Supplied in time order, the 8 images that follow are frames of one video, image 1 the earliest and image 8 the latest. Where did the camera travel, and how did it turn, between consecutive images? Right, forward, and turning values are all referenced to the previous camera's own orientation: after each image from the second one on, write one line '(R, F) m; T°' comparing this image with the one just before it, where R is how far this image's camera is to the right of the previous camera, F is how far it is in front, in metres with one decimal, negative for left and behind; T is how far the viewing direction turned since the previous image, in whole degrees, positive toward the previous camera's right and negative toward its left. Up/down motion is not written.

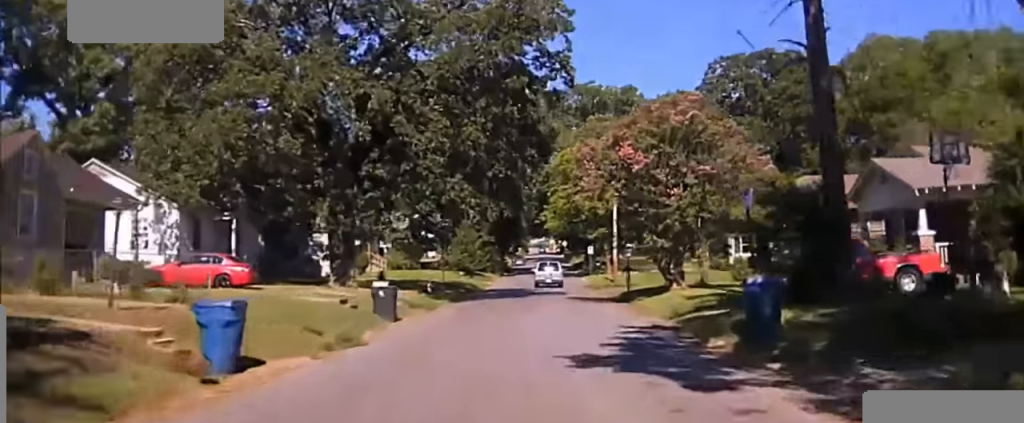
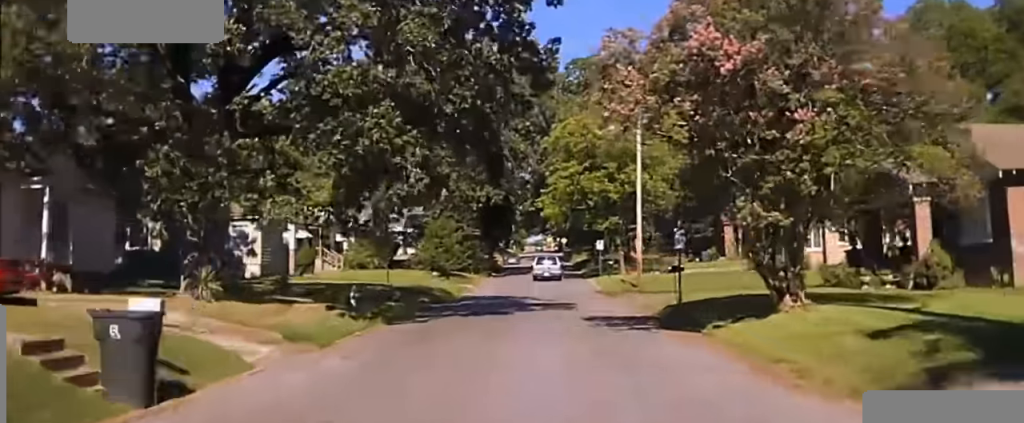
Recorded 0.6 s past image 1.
(0.0, +14.9) m; 0°
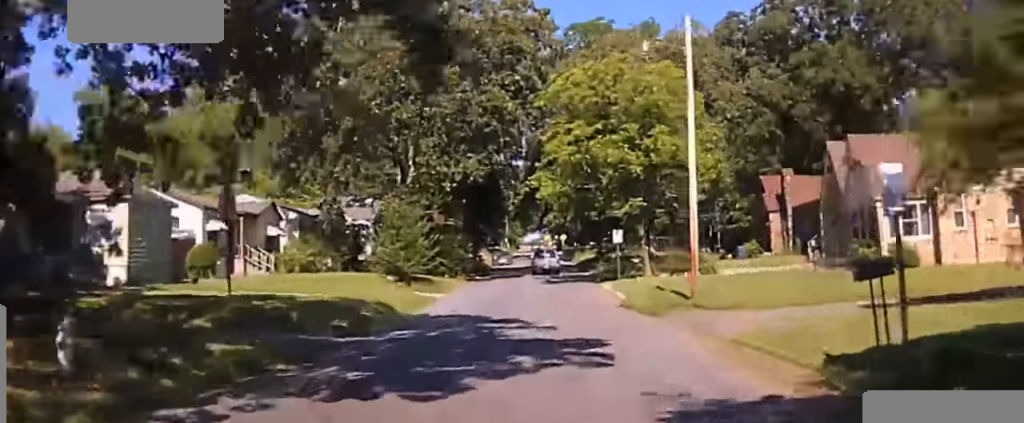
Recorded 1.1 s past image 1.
(0.0, +13.1) m; 0°
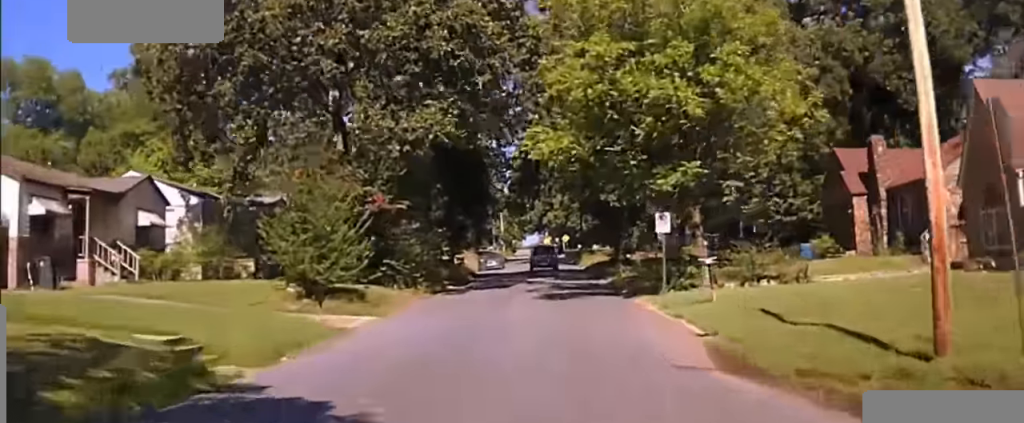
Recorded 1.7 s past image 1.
(0.0, +15.6) m; 0°
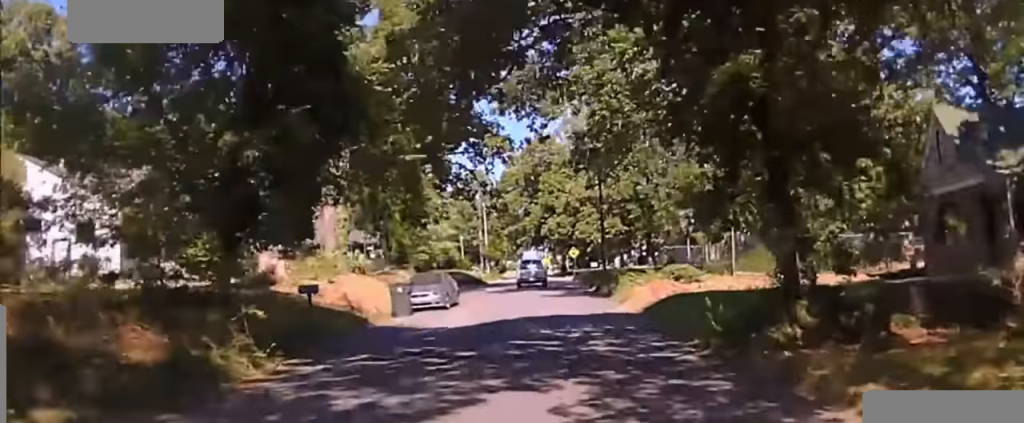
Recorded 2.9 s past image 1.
(0.0, +41.2) m; 0°
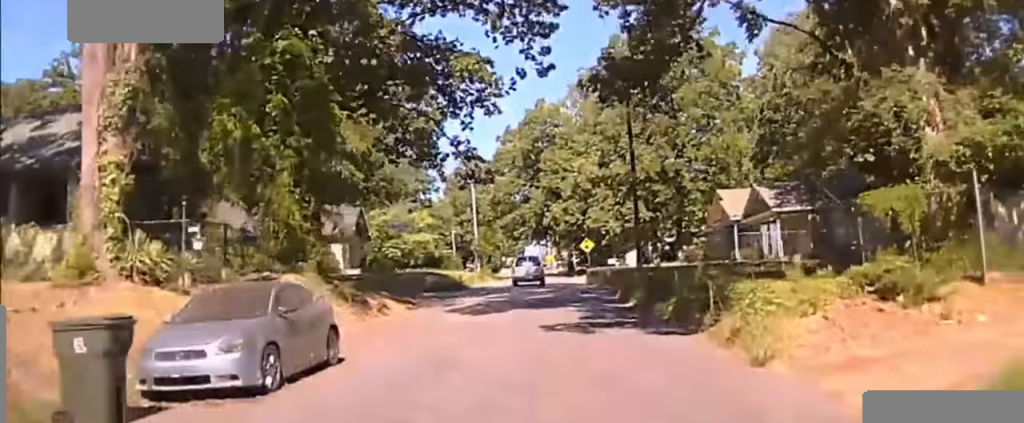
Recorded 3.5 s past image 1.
(0.0, +18.9) m; 0°
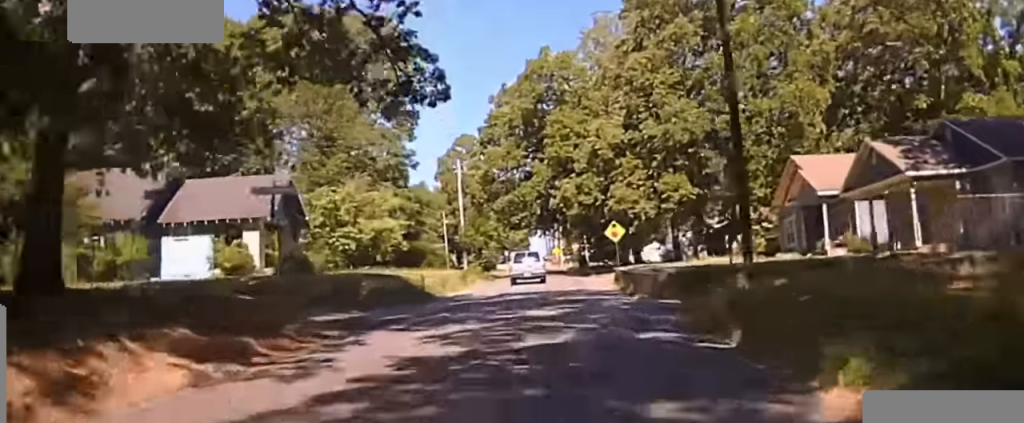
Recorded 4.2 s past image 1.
(0.0, +23.7) m; 0°
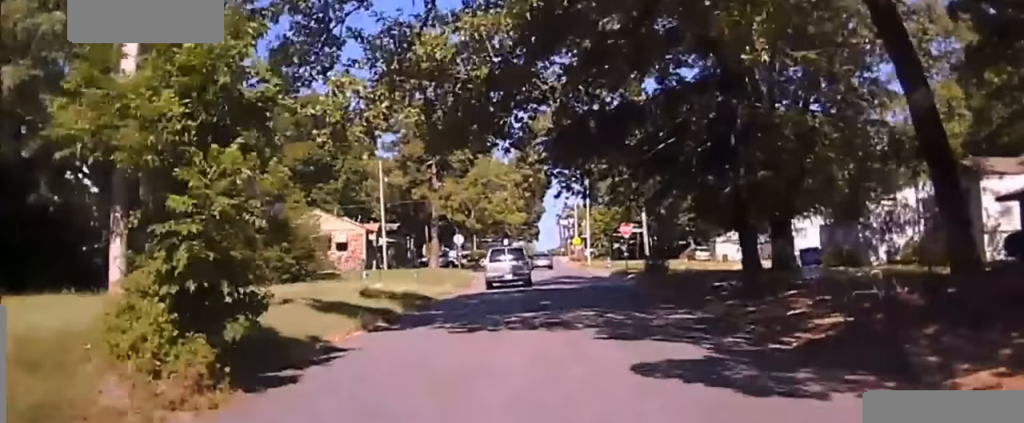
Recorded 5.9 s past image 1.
(+0.1, +52.9) m; 0°
